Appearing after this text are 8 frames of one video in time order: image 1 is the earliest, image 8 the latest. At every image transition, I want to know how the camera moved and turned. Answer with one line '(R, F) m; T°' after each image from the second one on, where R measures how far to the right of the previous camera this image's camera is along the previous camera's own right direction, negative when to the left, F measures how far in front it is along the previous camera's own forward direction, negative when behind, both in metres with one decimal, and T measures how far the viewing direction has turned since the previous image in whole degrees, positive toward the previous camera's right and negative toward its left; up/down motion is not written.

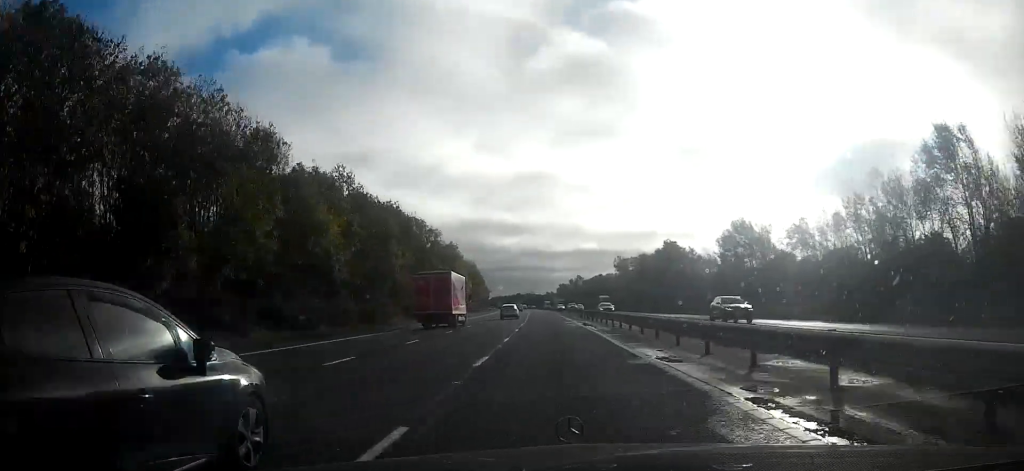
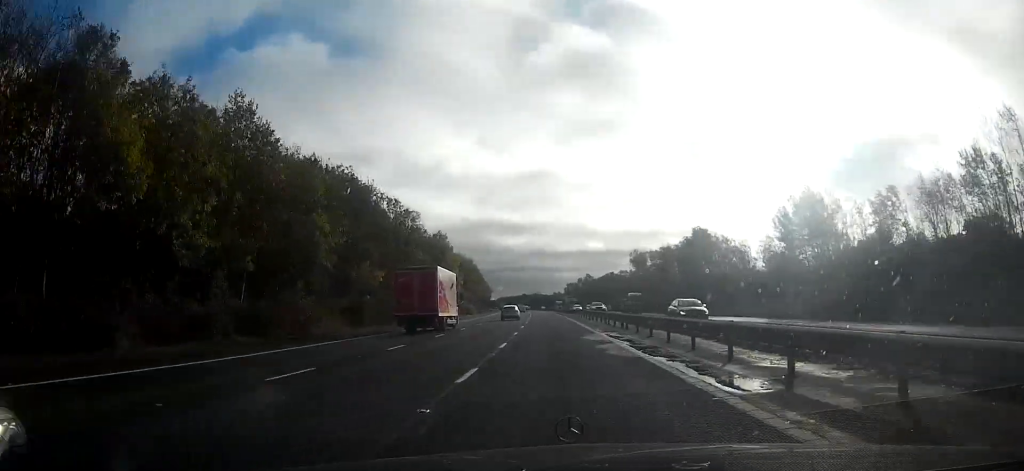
(+0.1, +20.9) m; 0°
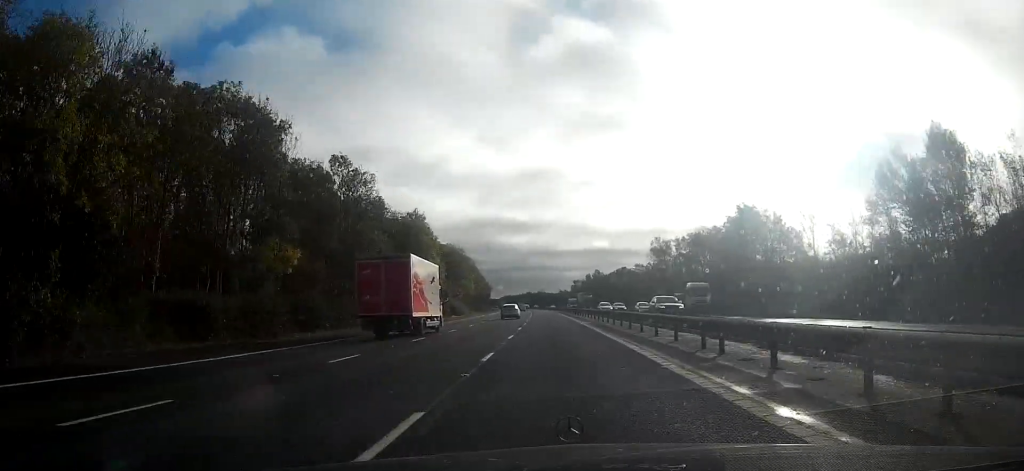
(-0.2, +23.2) m; -1°
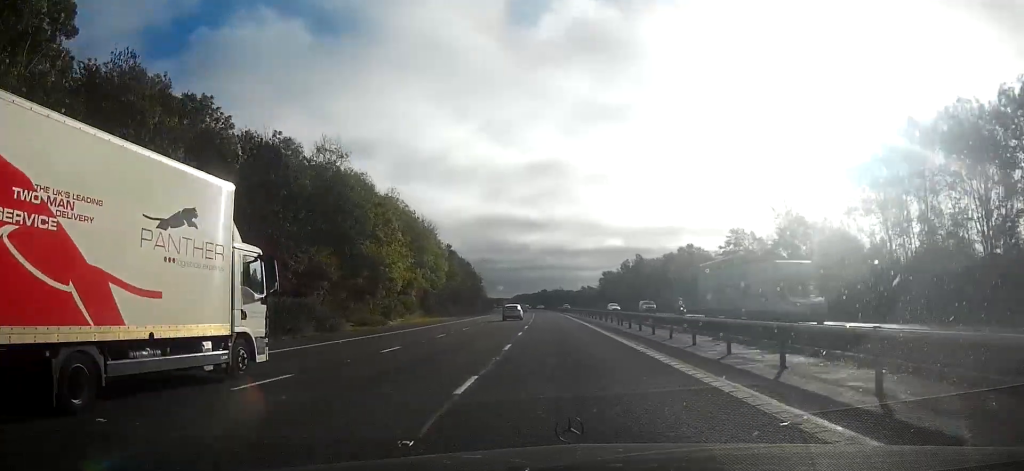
(-1.9, +78.1) m; -2°
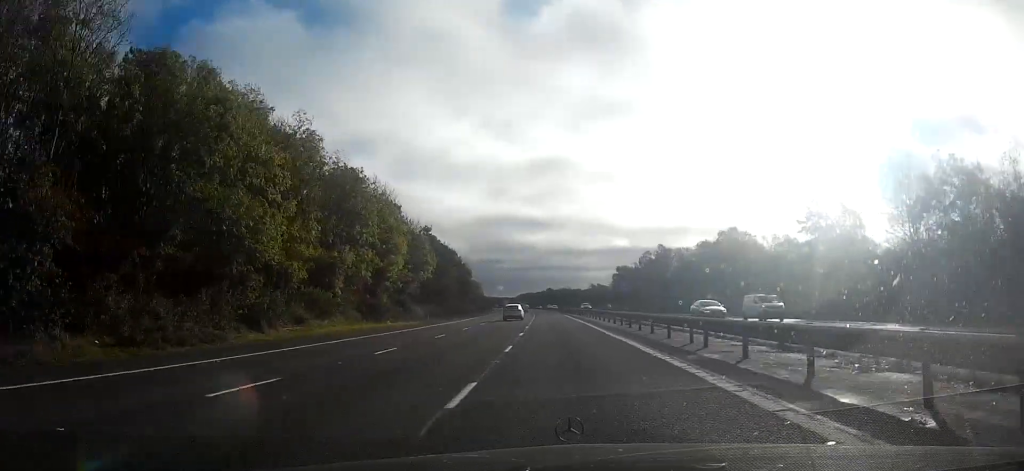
(0.0, +28.2) m; -1°
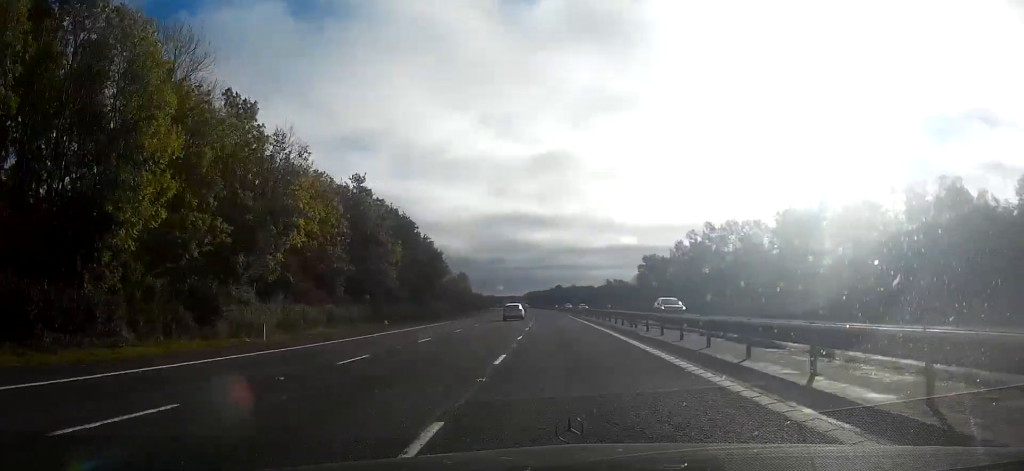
(-0.4, +40.0) m; -1°
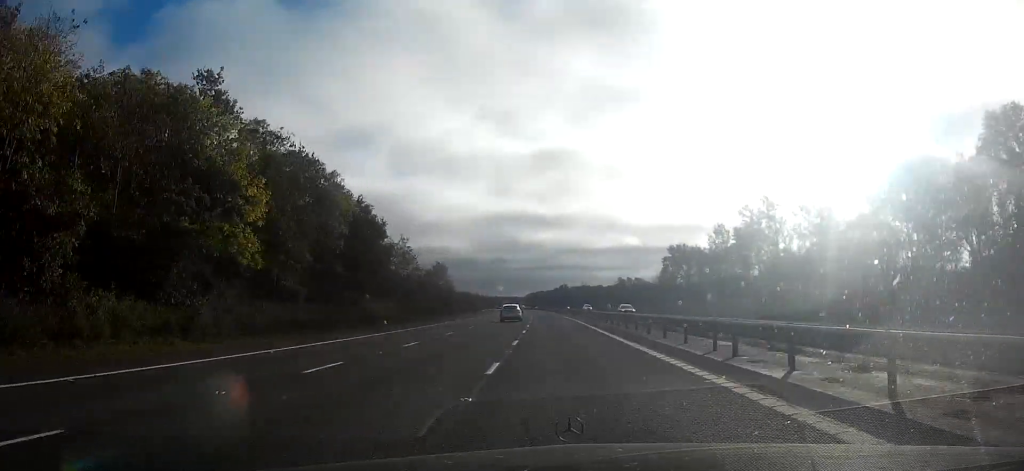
(-0.1, +29.5) m; 0°
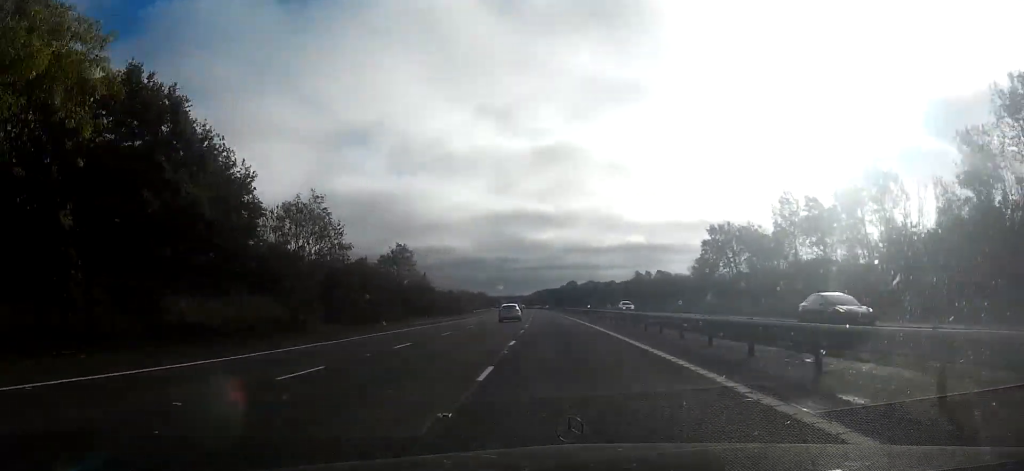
(-0.1, +28.4) m; 0°
